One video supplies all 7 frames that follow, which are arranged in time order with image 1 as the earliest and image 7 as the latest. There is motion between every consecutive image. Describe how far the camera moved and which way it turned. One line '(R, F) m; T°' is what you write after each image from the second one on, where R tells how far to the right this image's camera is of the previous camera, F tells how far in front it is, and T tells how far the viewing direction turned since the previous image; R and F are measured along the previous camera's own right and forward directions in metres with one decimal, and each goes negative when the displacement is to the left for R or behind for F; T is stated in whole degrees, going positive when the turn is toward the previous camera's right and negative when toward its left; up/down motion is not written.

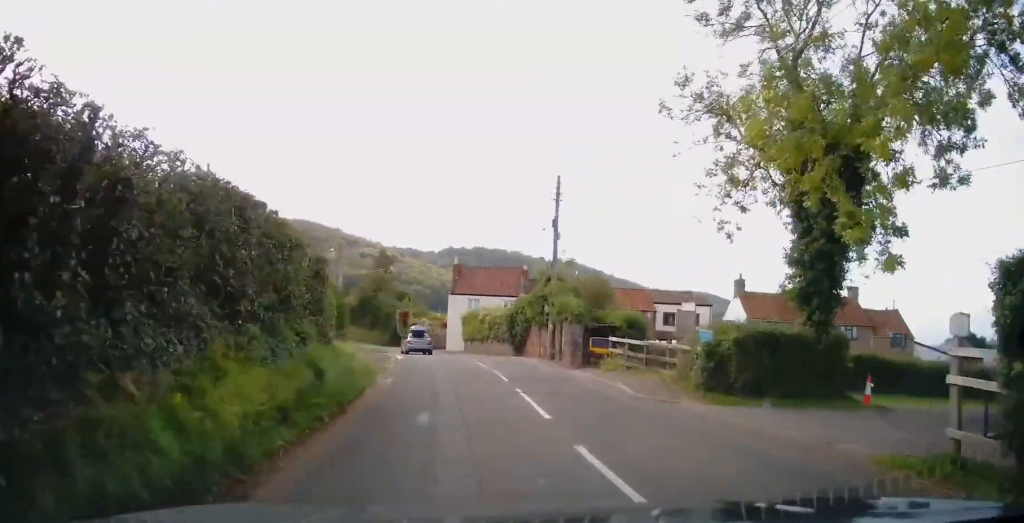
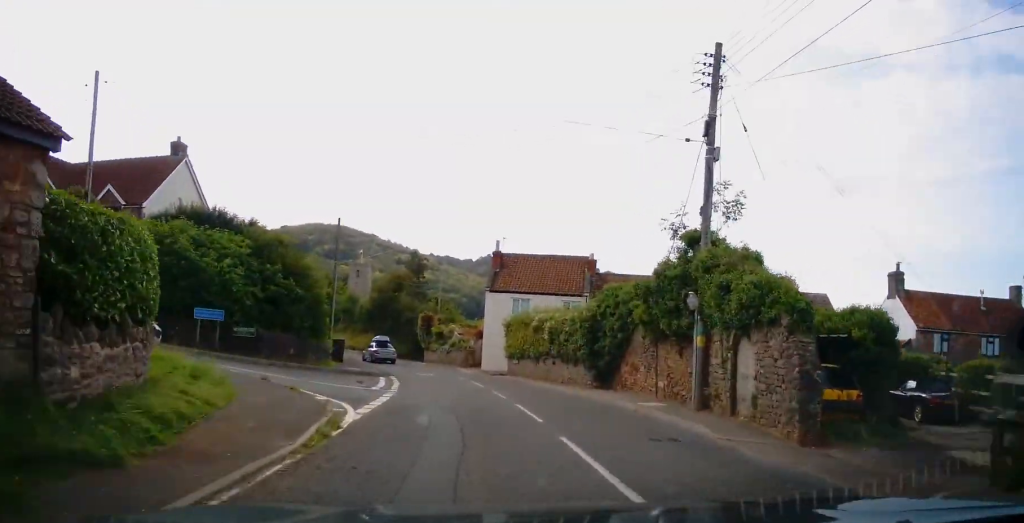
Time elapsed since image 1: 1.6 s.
(-0.3, +15.6) m; -3°
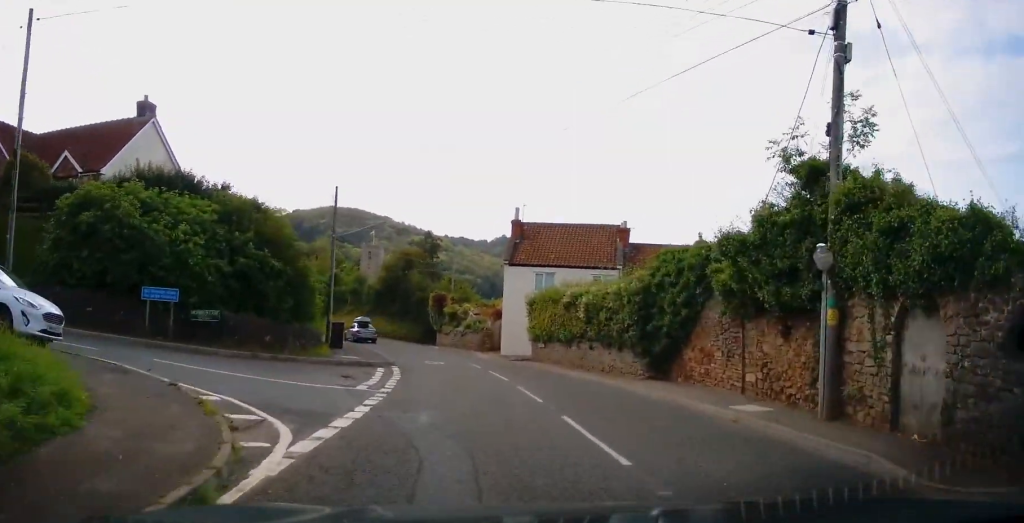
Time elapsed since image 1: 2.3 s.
(-0.1, +5.3) m; -3°
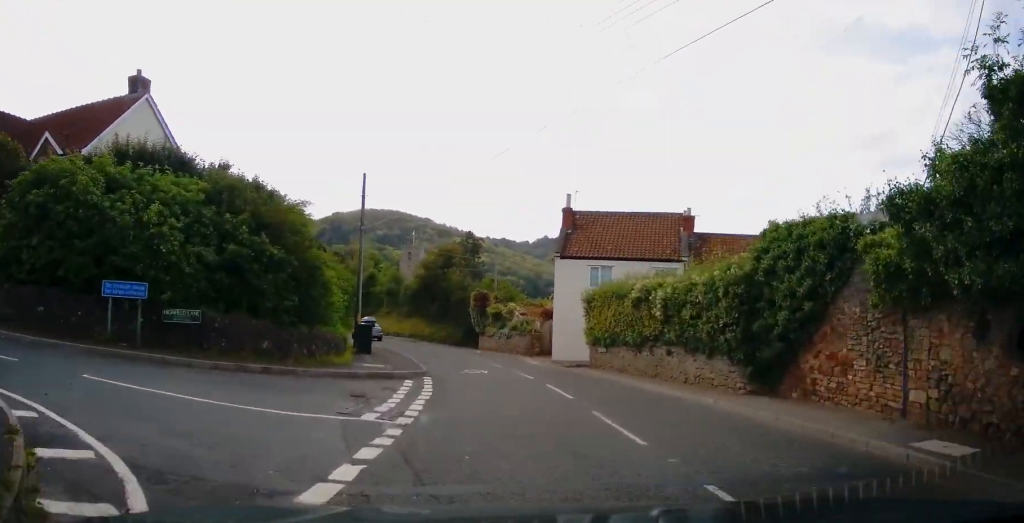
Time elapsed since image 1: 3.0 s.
(-0.1, +4.9) m; -4°
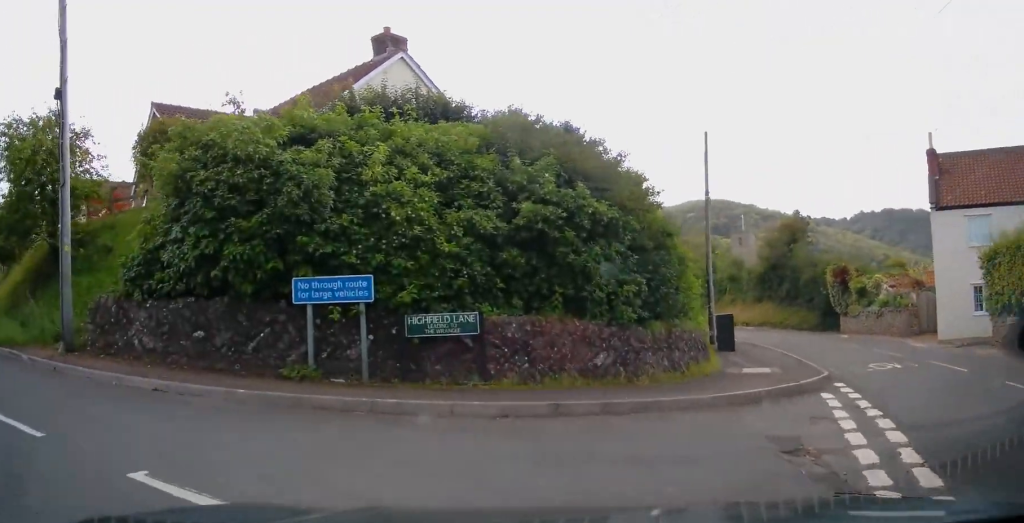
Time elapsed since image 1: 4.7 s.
(-0.9, +8.3) m; -17°
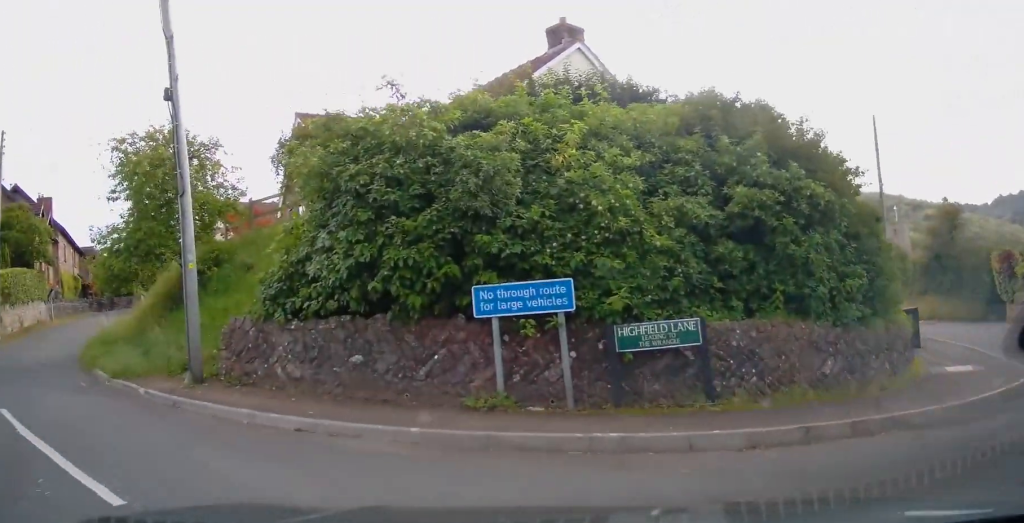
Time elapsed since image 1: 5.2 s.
(-0.2, +1.8) m; -17°
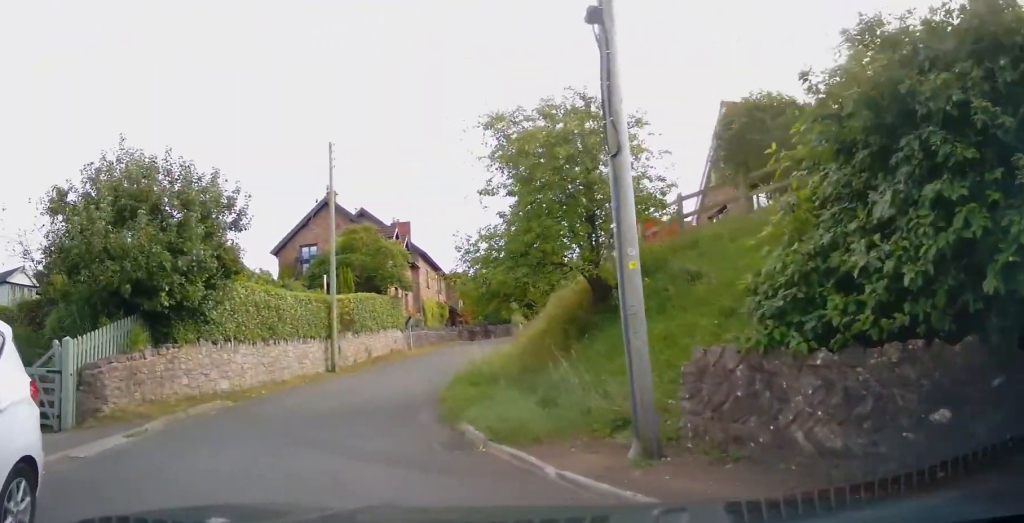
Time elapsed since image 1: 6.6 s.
(-1.7, +3.7) m; -44°
